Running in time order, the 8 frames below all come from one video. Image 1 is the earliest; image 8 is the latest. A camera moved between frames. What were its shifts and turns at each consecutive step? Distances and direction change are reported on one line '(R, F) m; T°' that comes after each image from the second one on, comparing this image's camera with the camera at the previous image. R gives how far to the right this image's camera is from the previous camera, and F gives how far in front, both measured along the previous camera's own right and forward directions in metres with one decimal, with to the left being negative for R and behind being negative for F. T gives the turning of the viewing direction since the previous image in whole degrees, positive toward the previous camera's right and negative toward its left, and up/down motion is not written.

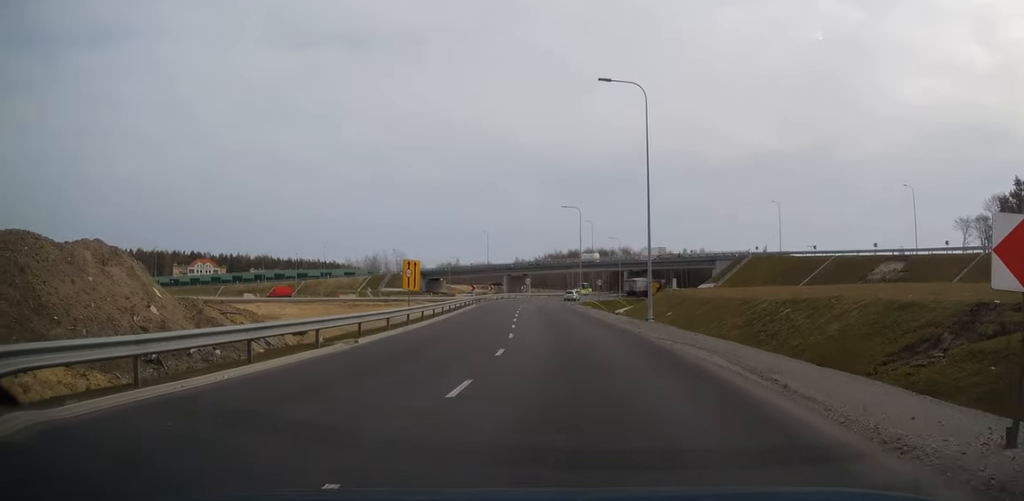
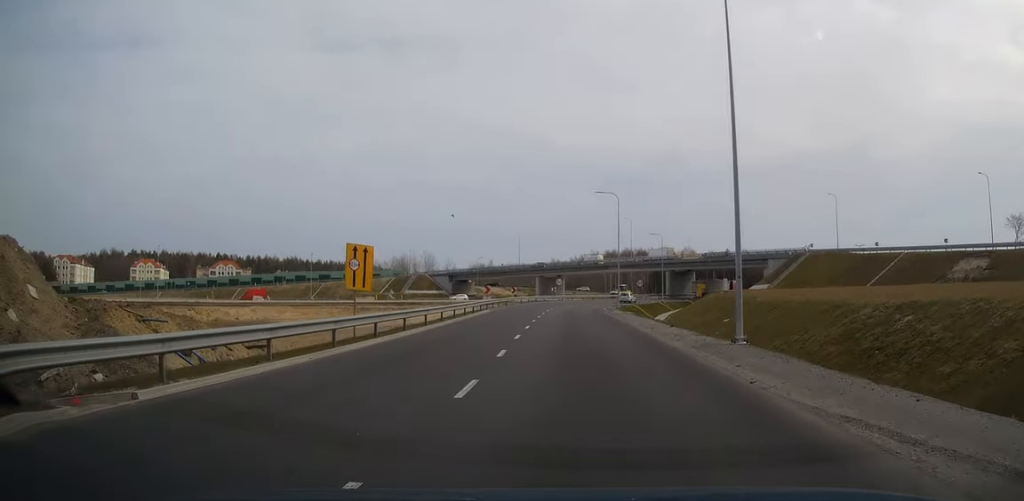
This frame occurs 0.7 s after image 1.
(-0.3, +11.8) m; -3°
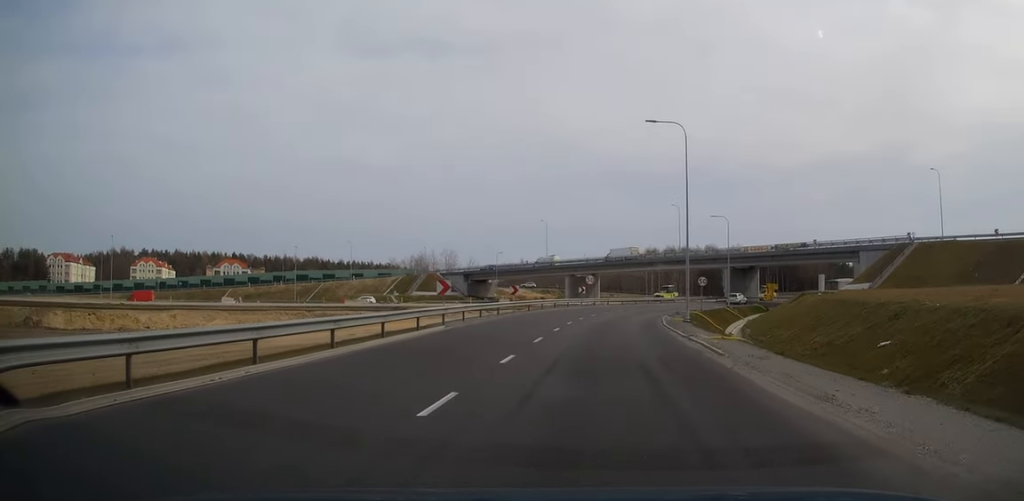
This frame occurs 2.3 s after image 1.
(-0.6, +25.4) m; -3°
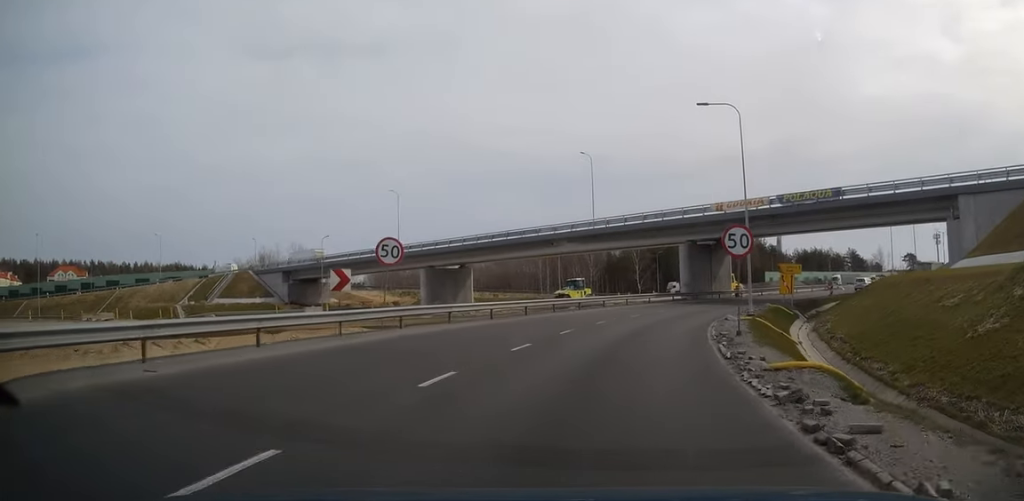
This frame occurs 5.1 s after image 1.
(+1.8, +45.0) m; +9°
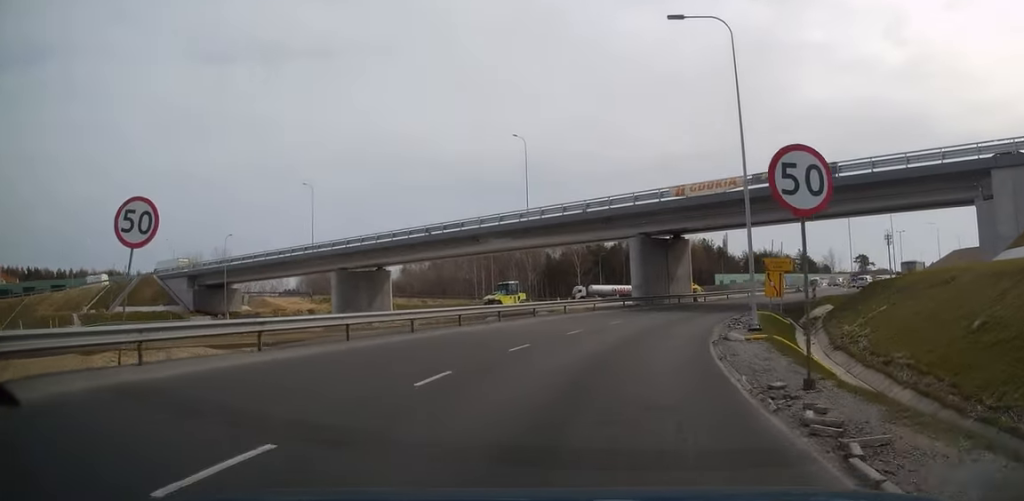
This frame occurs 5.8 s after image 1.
(+0.2, +11.2) m; +5°
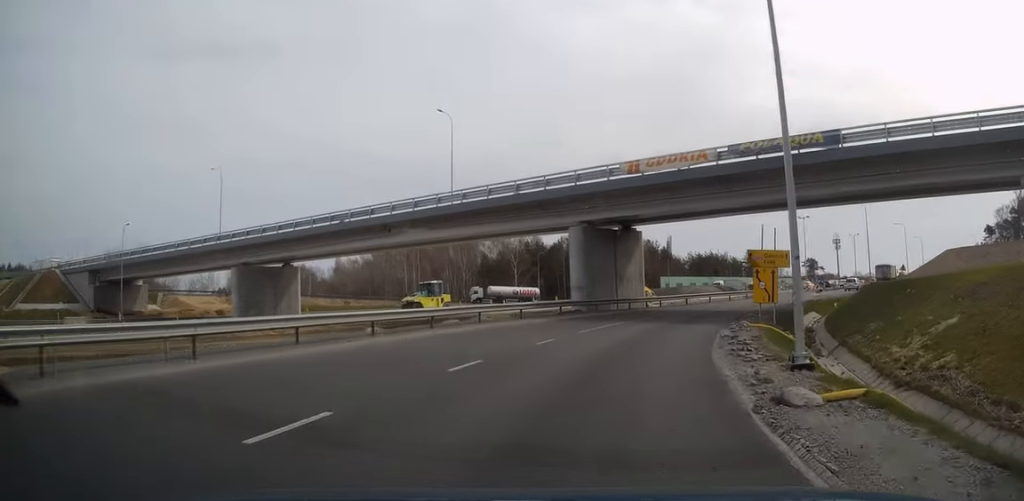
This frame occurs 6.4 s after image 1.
(+0.6, +9.8) m; +5°
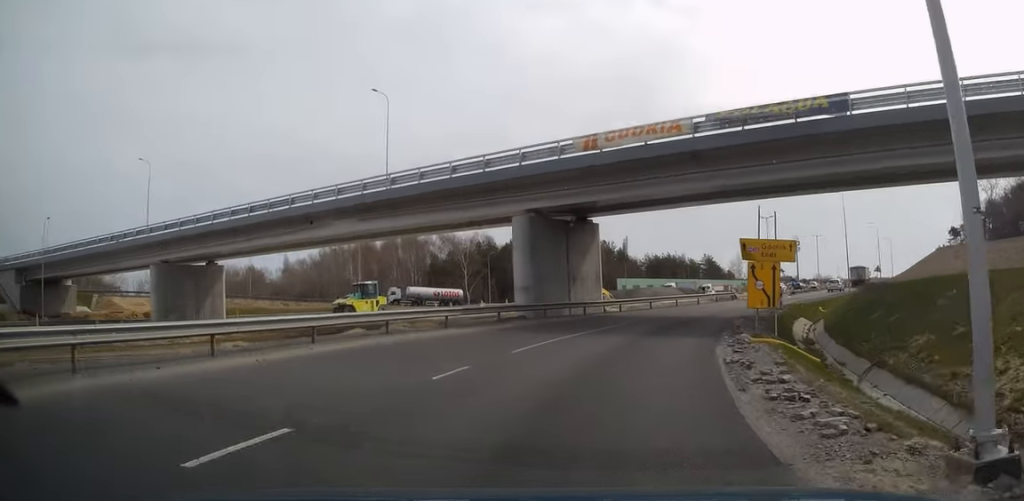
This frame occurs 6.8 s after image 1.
(+0.2, +6.6) m; +4°
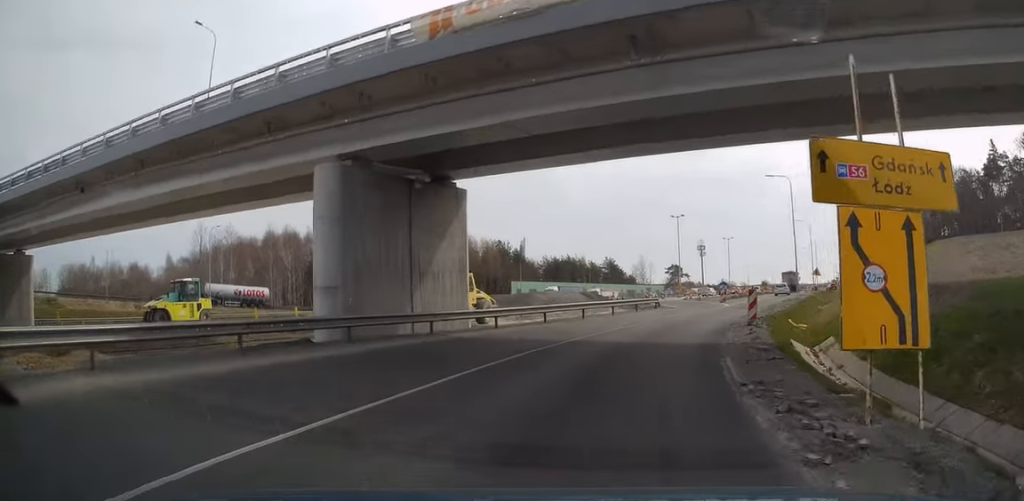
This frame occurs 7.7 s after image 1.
(+0.7, +14.3) m; +9°
